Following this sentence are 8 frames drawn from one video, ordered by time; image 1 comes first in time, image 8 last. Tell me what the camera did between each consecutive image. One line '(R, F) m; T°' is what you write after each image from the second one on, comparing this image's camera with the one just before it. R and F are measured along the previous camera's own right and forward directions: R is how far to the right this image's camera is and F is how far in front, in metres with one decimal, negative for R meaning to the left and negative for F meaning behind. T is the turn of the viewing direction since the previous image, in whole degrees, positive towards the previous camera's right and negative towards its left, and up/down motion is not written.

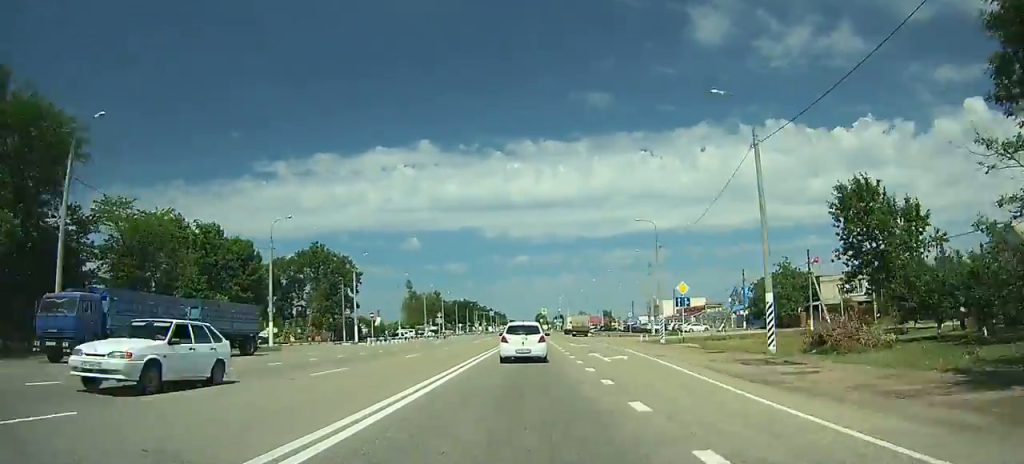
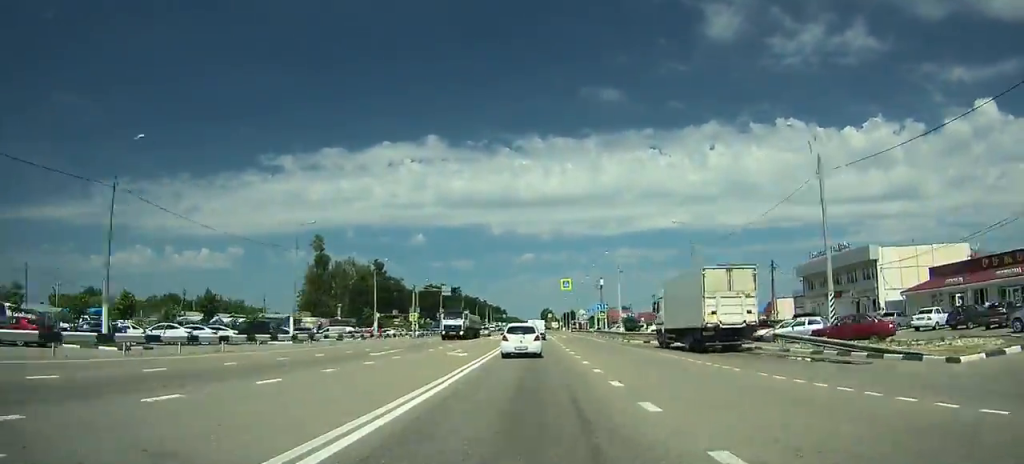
(-0.4, +96.0) m; -1°
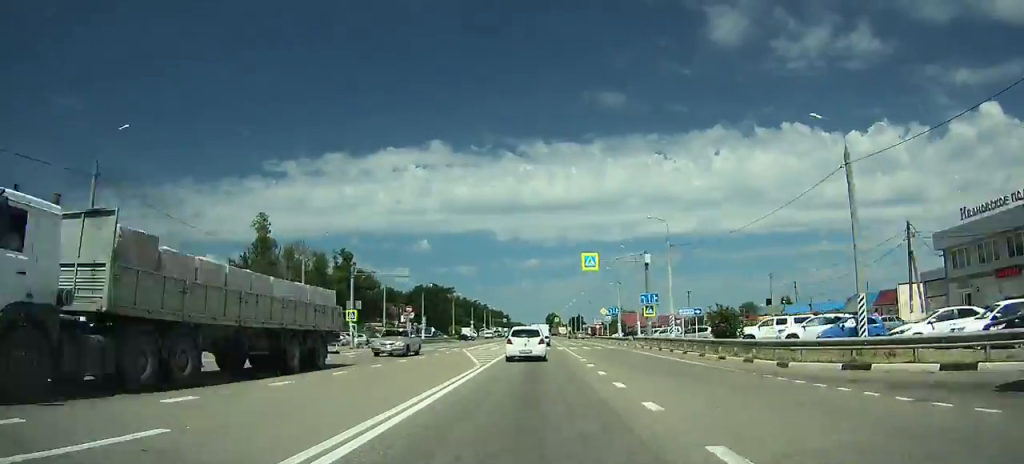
(-0.1, +27.4) m; 0°
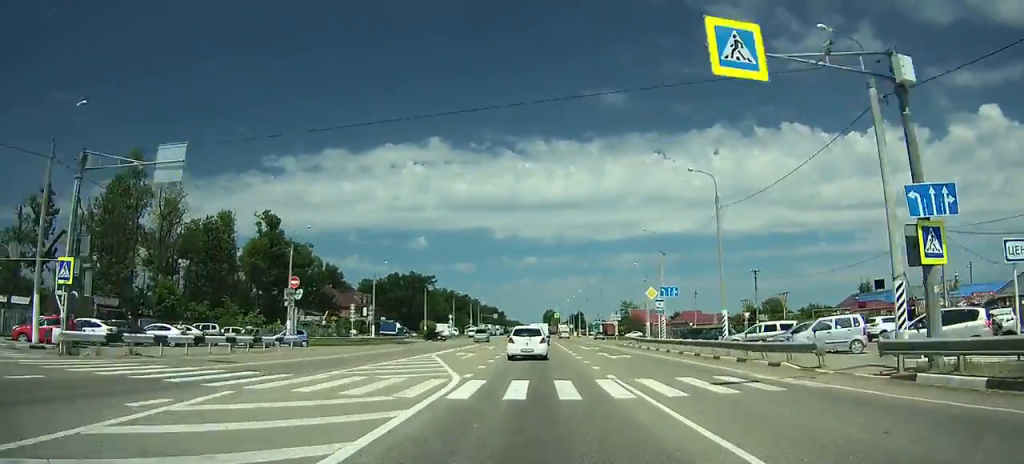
(0.0, +33.1) m; 0°
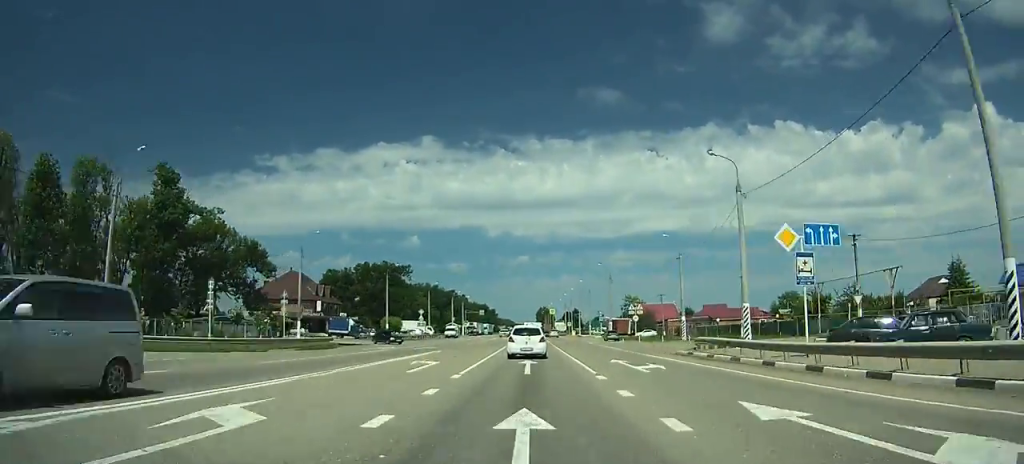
(+0.1, +24.9) m; 0°
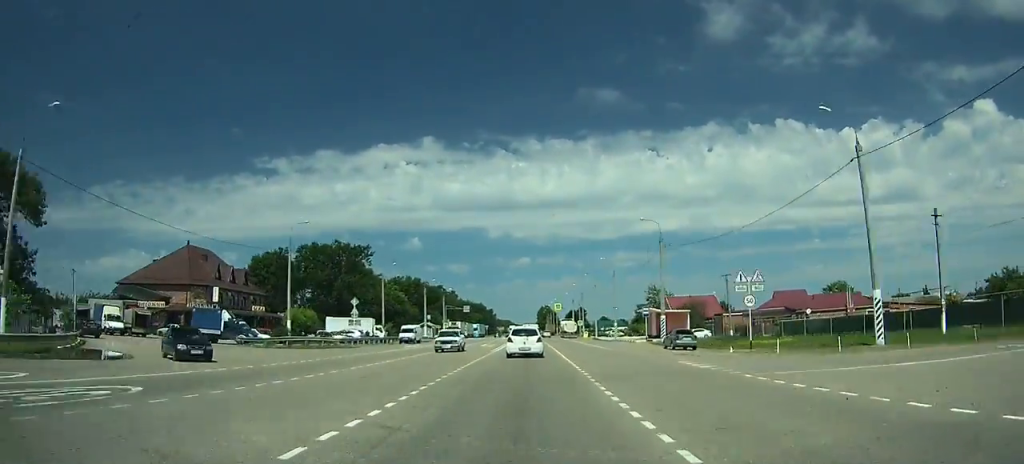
(+0.2, +37.2) m; 0°
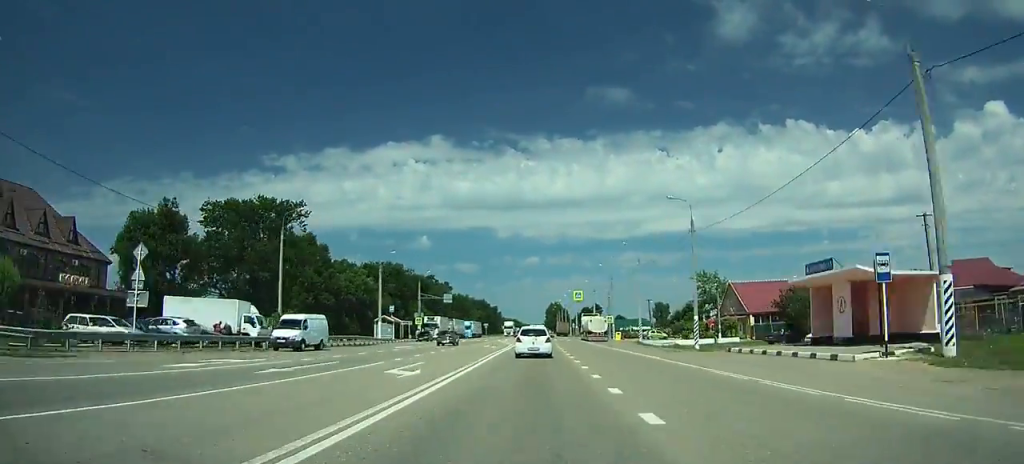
(-0.3, +35.7) m; -1°
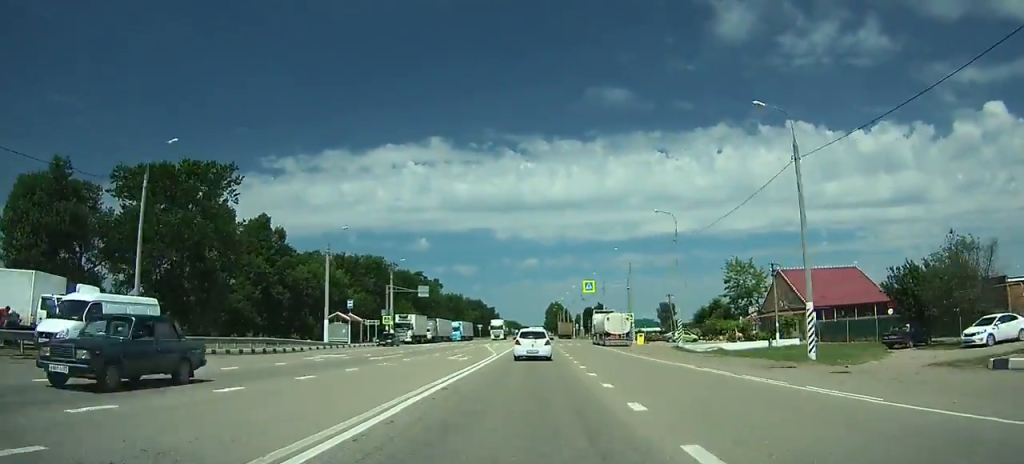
(-0.1, +18.1) m; 0°
